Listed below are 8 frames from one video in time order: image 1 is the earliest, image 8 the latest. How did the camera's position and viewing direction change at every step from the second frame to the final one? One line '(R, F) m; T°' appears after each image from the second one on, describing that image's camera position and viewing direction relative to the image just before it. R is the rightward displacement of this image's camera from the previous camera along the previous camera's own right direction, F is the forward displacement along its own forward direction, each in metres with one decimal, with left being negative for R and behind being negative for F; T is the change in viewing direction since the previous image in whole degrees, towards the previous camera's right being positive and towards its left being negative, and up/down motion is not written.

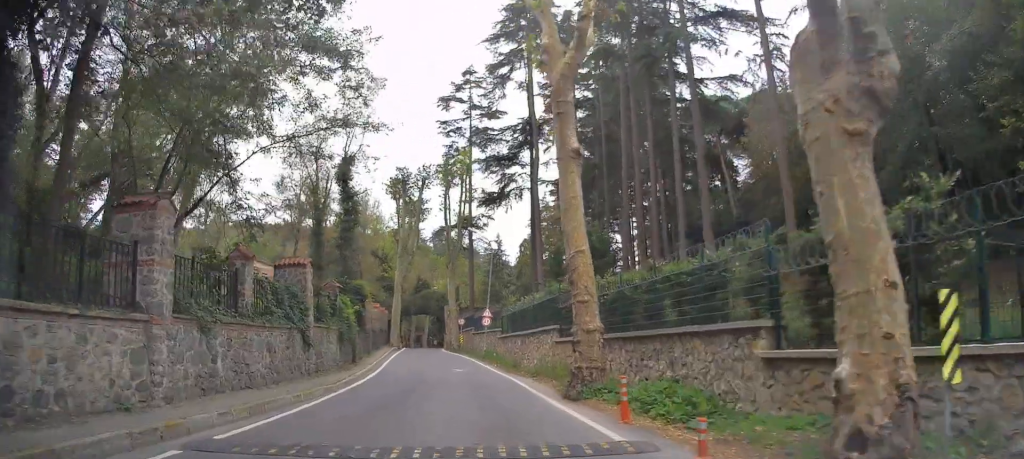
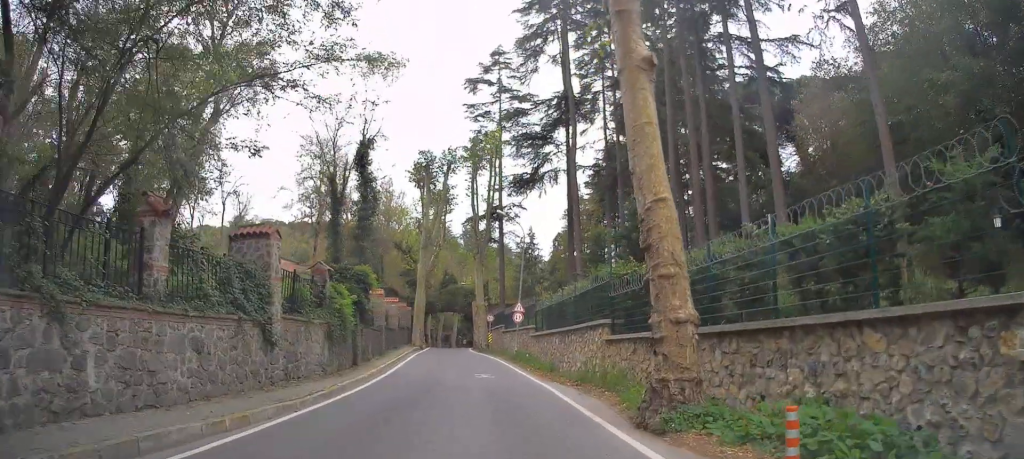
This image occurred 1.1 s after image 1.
(-0.1, +5.2) m; -4°
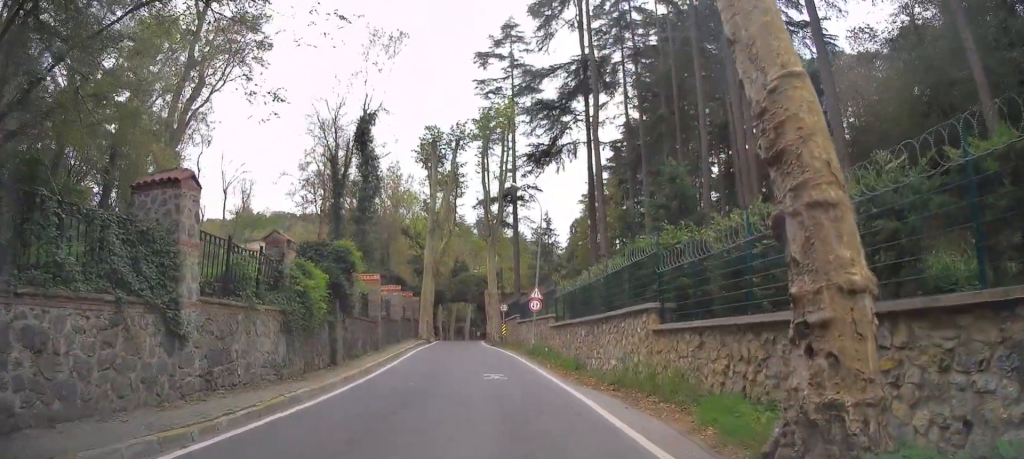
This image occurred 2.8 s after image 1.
(-0.4, +5.4) m; -8°
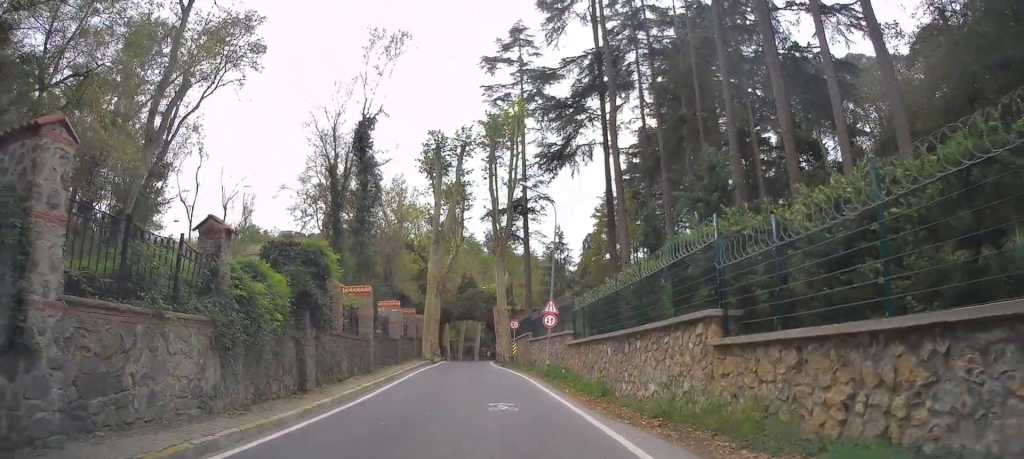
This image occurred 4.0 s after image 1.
(-0.1, +2.6) m; -5°
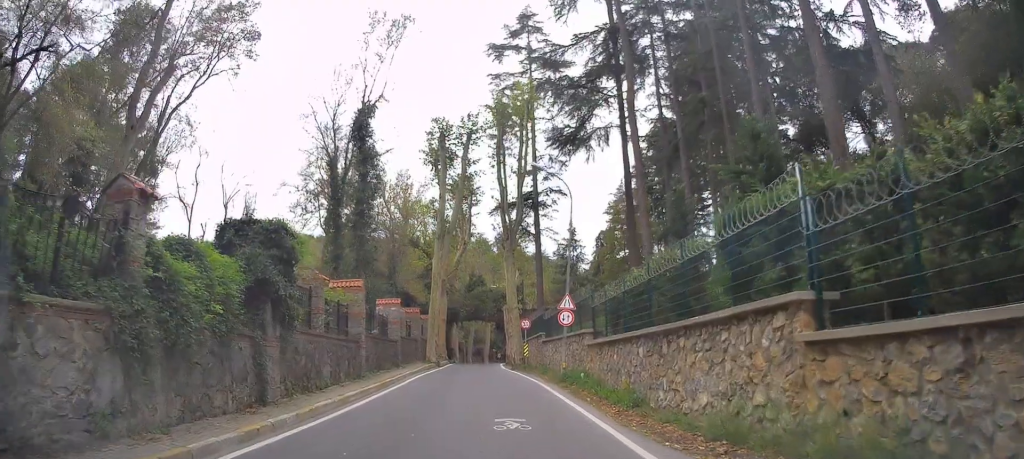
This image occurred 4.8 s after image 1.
(-0.1, +2.2) m; -2°
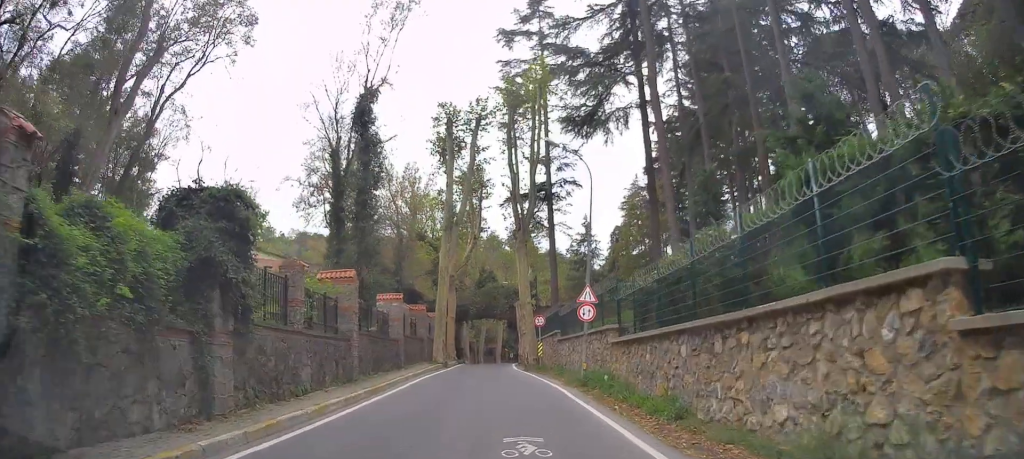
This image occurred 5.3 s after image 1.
(0.0, +2.9) m; 0°
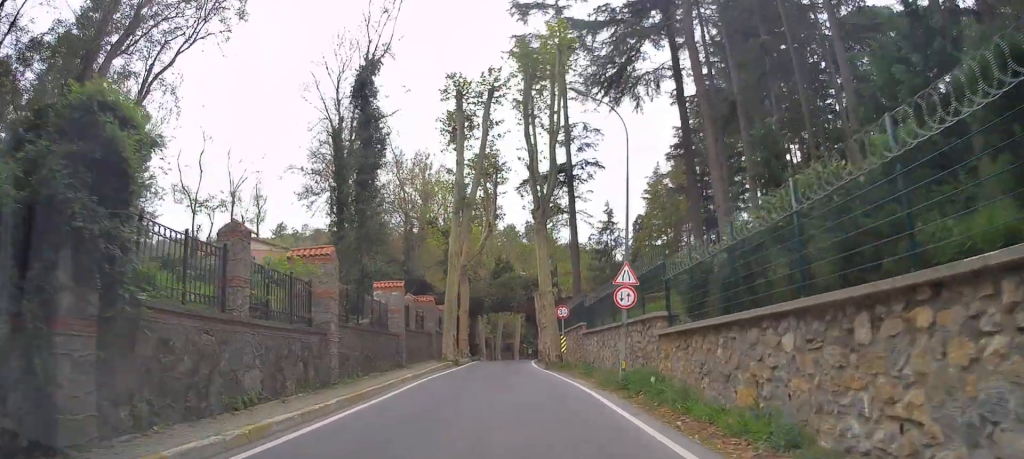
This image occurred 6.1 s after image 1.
(0.0, +4.3) m; +1°
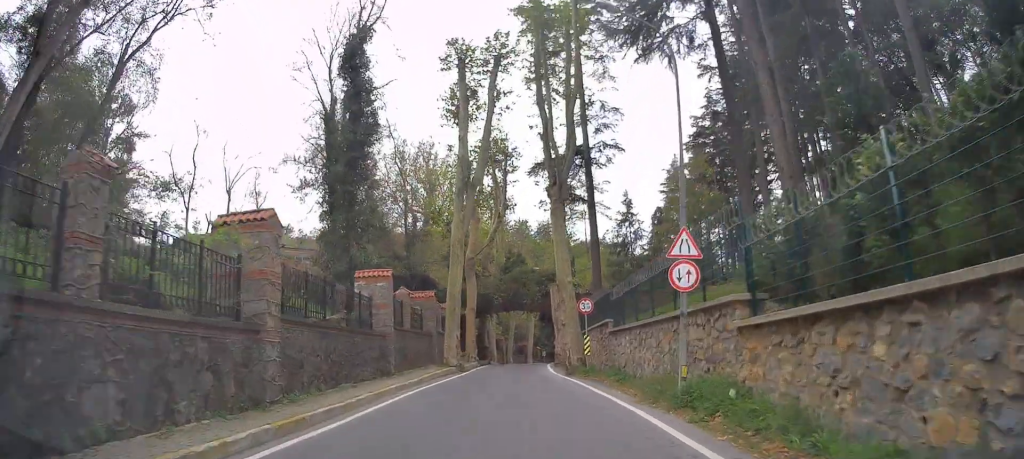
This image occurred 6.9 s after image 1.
(0.0, +5.0) m; +1°
